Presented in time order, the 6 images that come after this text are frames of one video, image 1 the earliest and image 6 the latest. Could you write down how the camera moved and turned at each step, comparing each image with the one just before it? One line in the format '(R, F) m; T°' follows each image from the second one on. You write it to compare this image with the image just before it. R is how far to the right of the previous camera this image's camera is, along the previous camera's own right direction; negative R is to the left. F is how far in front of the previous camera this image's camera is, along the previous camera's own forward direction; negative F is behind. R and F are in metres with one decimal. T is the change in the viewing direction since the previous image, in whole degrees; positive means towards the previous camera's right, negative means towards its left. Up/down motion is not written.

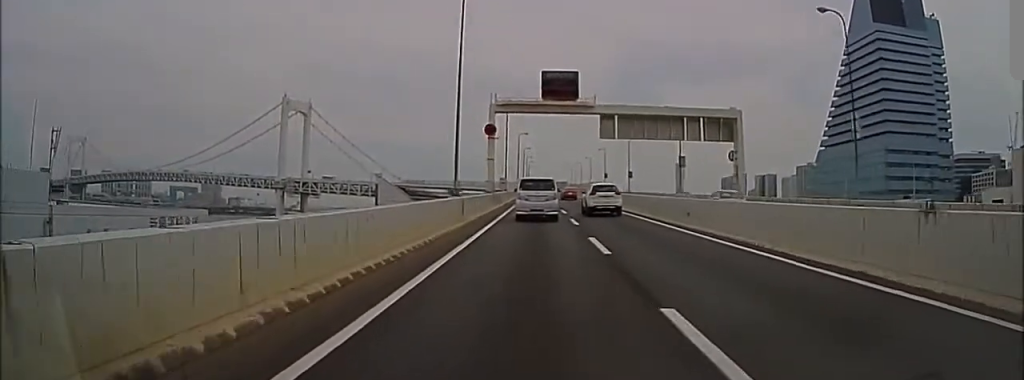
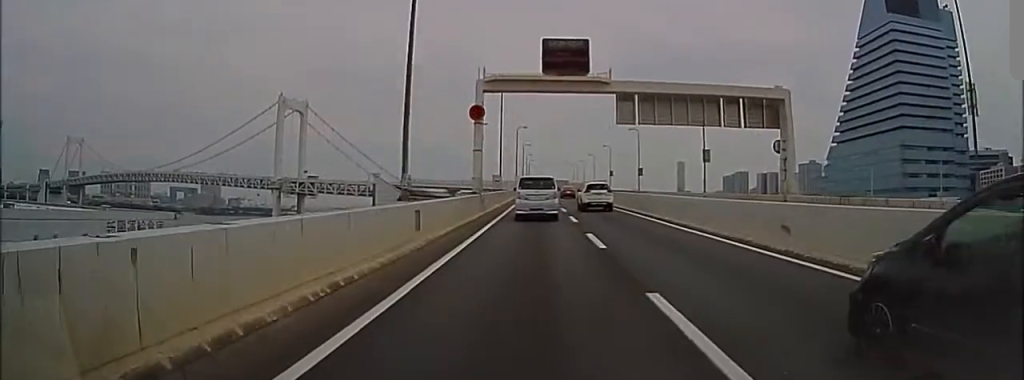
(0.0, +8.5) m; 0°
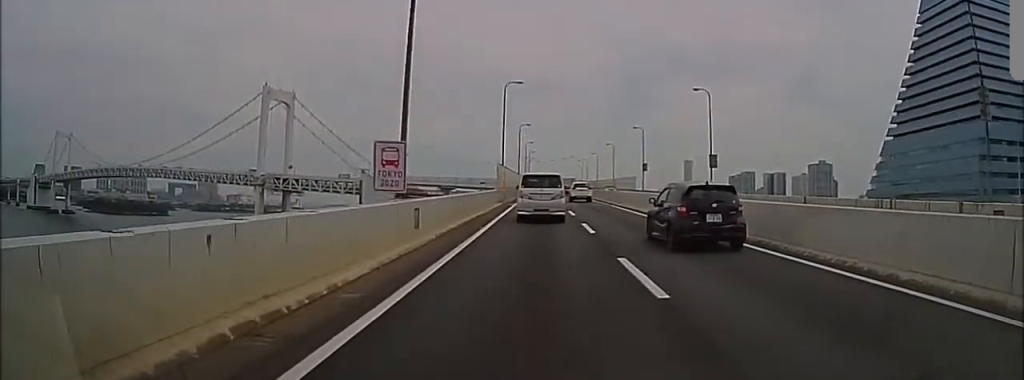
(0.0, +35.7) m; 0°
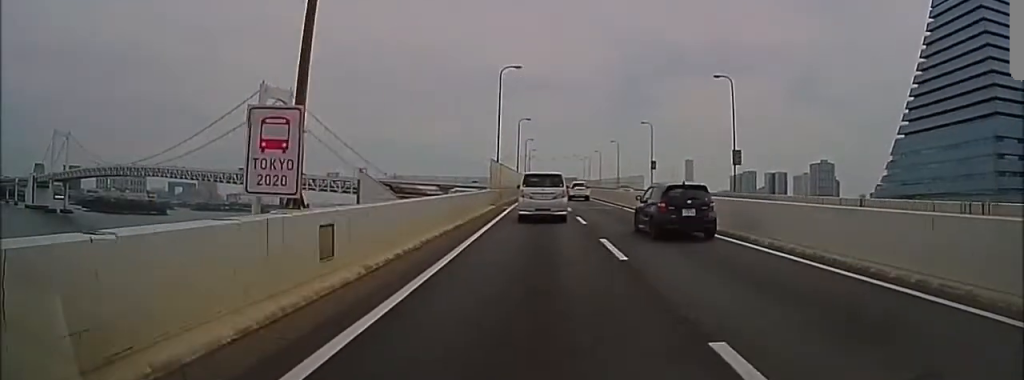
(0.0, +6.3) m; 0°
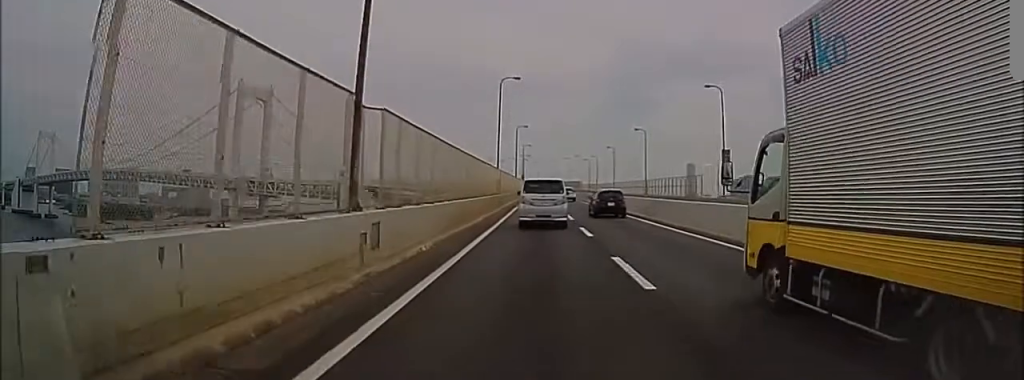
(0.0, +34.5) m; 0°
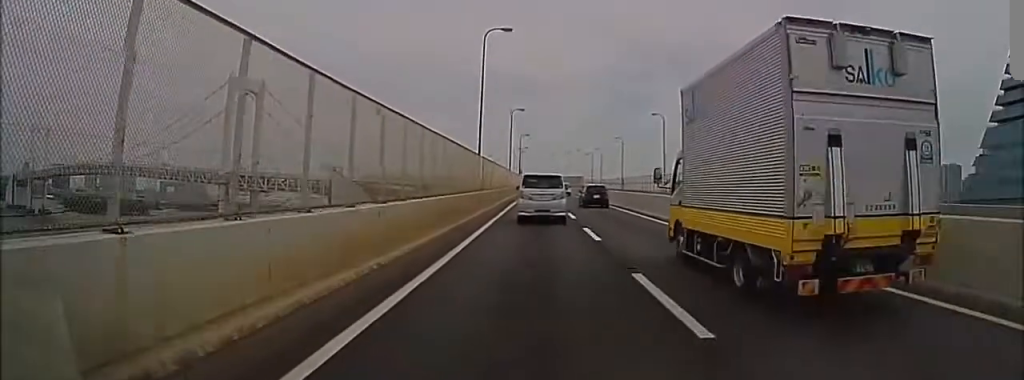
(0.0, +14.3) m; 0°
